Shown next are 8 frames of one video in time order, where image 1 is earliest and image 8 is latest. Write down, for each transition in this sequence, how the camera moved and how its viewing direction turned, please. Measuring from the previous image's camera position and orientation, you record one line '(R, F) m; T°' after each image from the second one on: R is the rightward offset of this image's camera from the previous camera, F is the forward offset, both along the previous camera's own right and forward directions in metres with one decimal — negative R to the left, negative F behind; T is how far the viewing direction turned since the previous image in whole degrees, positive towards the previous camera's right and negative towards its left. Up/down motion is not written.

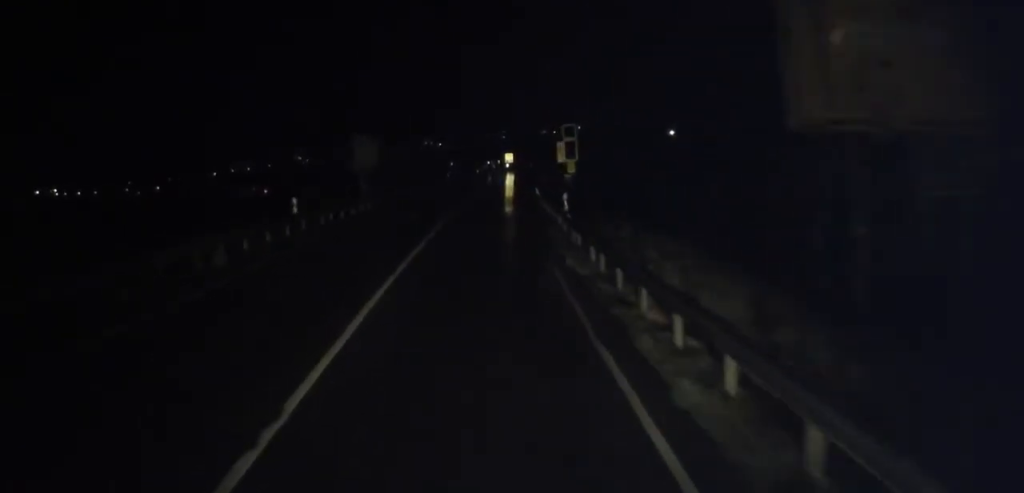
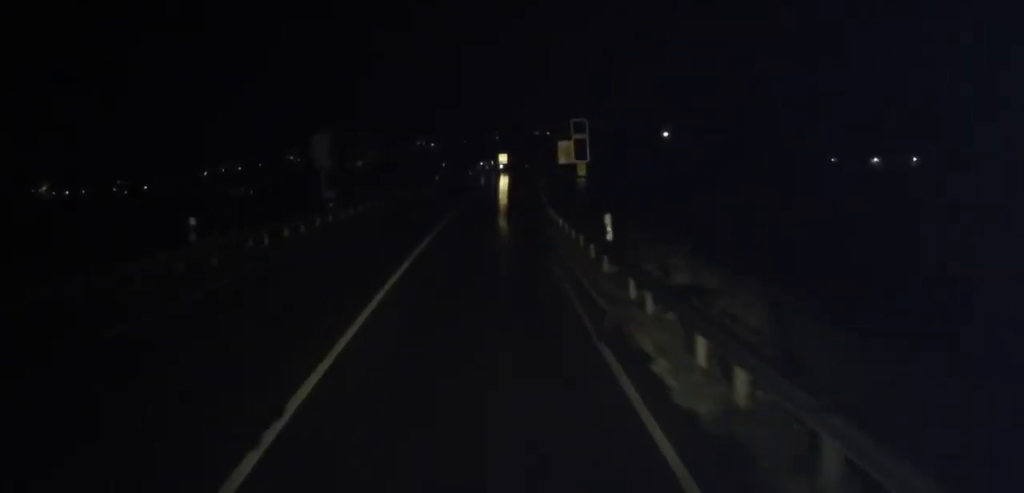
(+0.2, +8.7) m; 0°
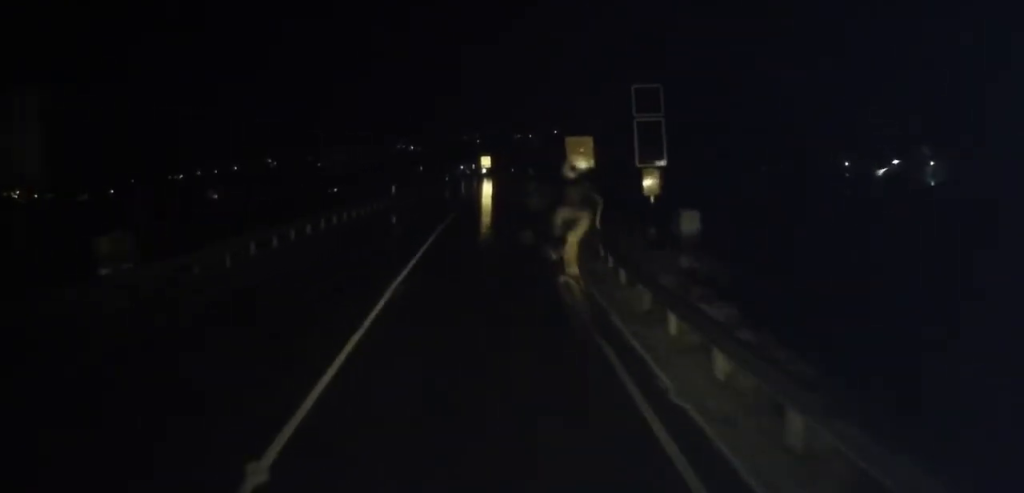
(-0.4, +22.2) m; -1°
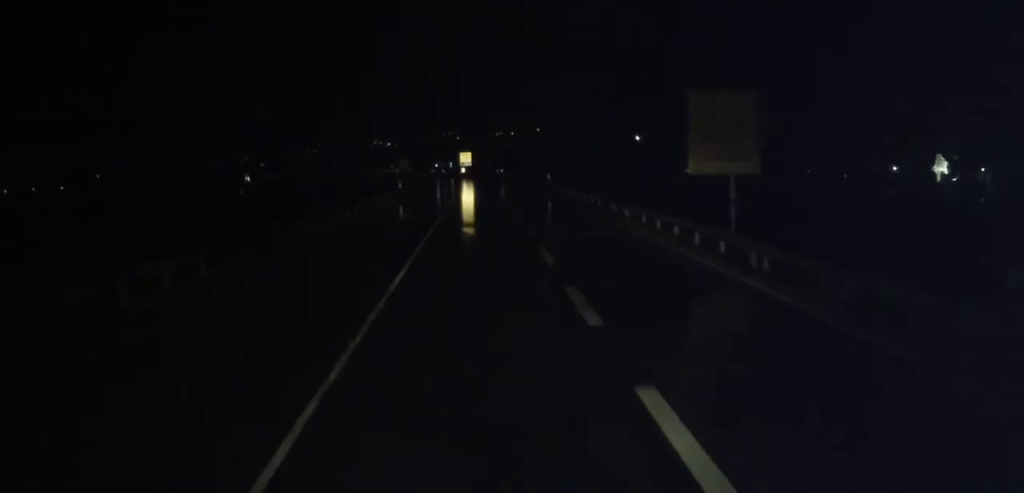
(+1.1, +38.3) m; +4°
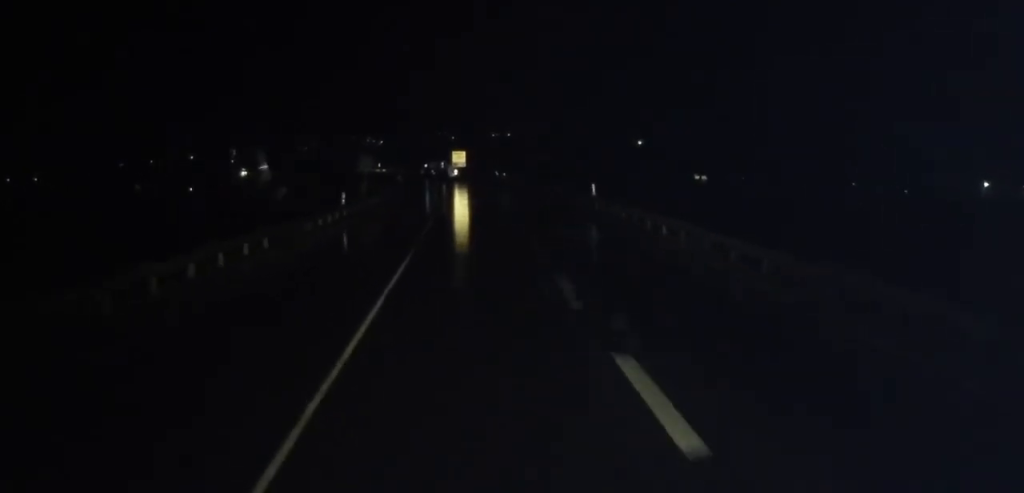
(+0.6, +22.9) m; +1°
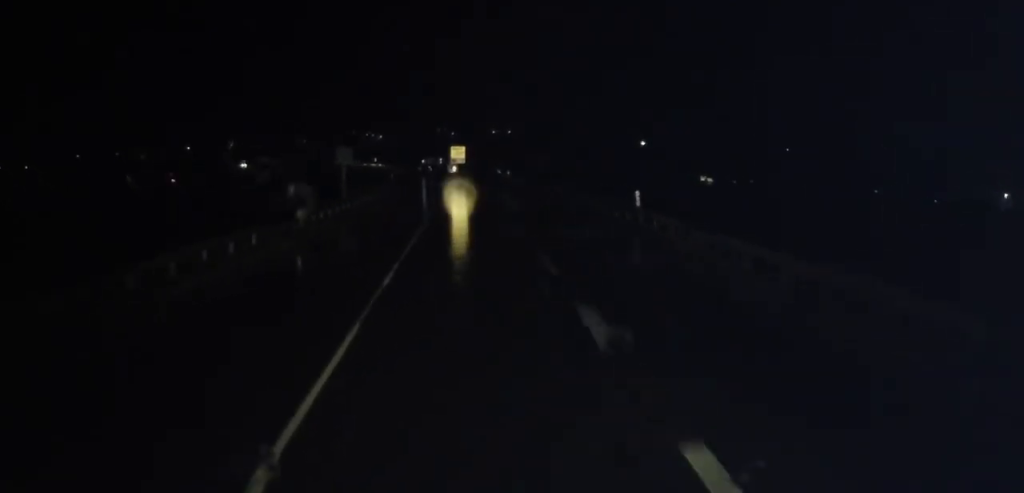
(+0.1, +9.0) m; 0°
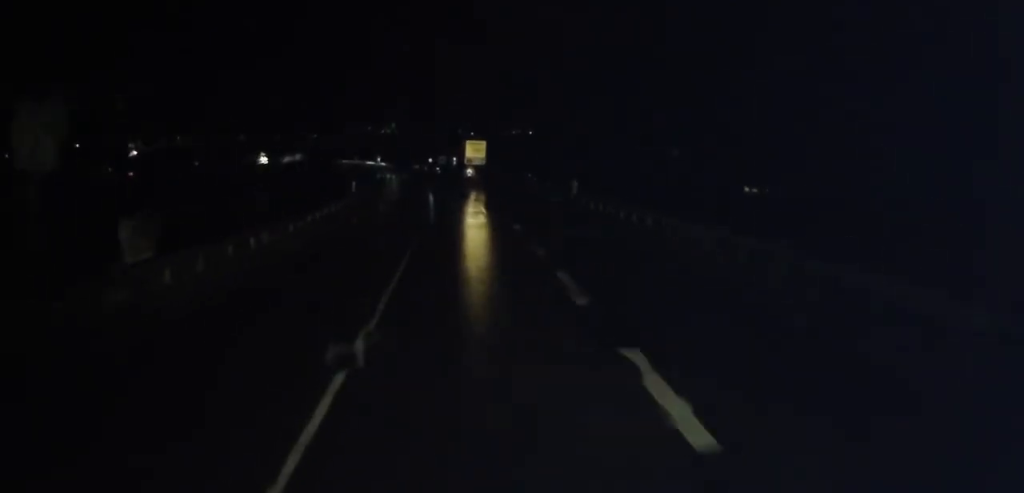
(0.0, +32.7) m; 0°
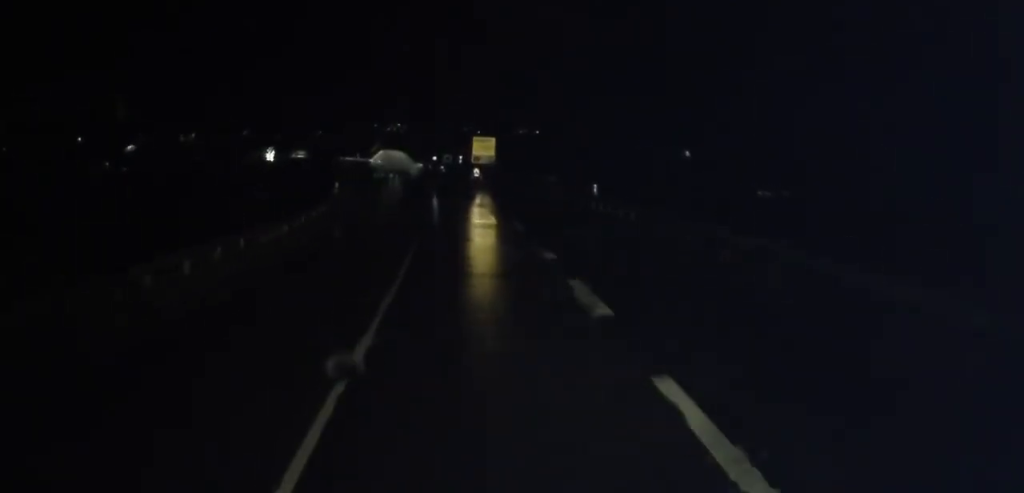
(-0.2, +7.2) m; -1°
